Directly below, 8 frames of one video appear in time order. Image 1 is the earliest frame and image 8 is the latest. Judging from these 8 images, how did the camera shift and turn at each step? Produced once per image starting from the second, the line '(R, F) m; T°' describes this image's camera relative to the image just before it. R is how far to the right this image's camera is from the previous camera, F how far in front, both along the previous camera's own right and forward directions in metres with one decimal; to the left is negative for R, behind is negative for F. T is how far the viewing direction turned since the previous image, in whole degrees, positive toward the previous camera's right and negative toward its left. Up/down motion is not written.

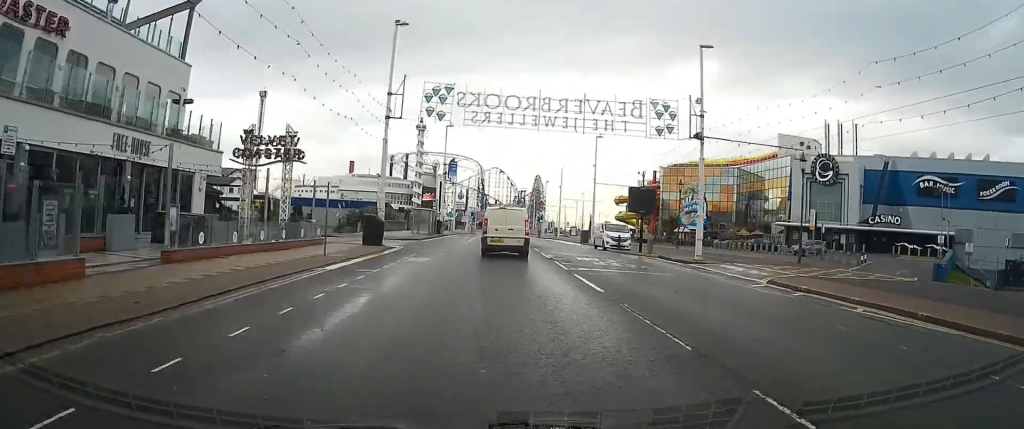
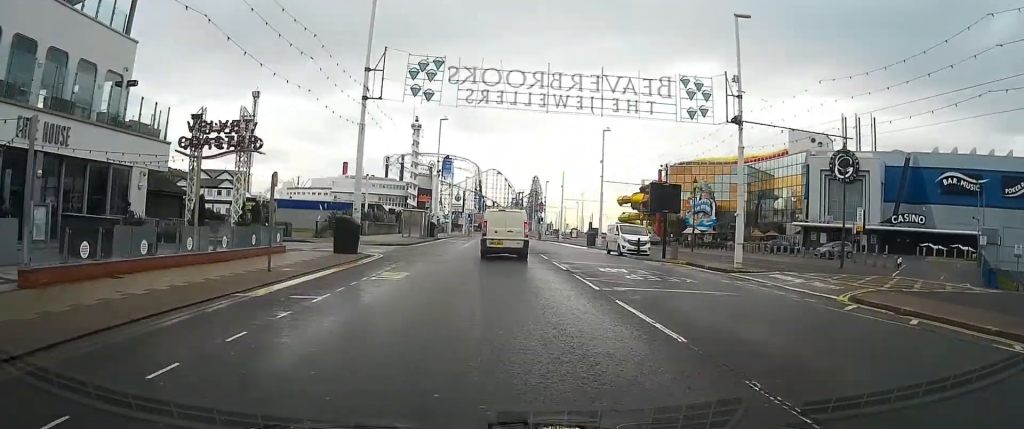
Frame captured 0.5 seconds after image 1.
(0.0, +5.5) m; 0°
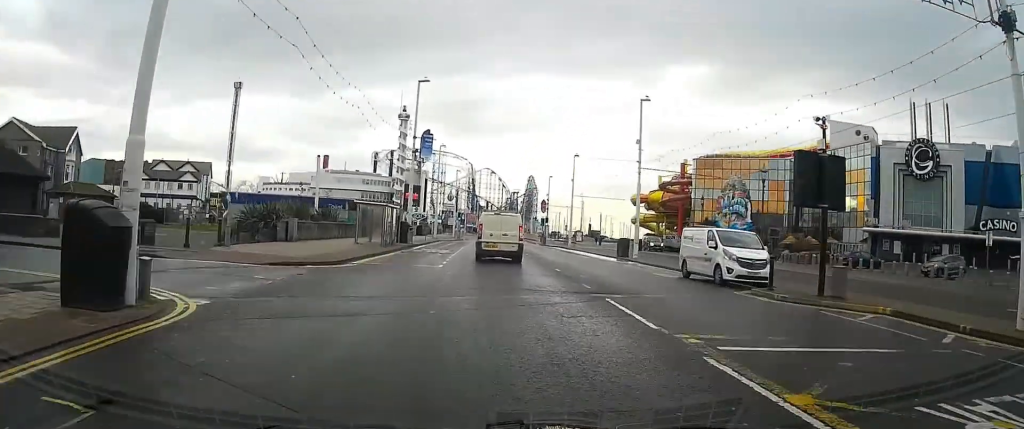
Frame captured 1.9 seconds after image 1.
(+0.1, +16.9) m; 0°
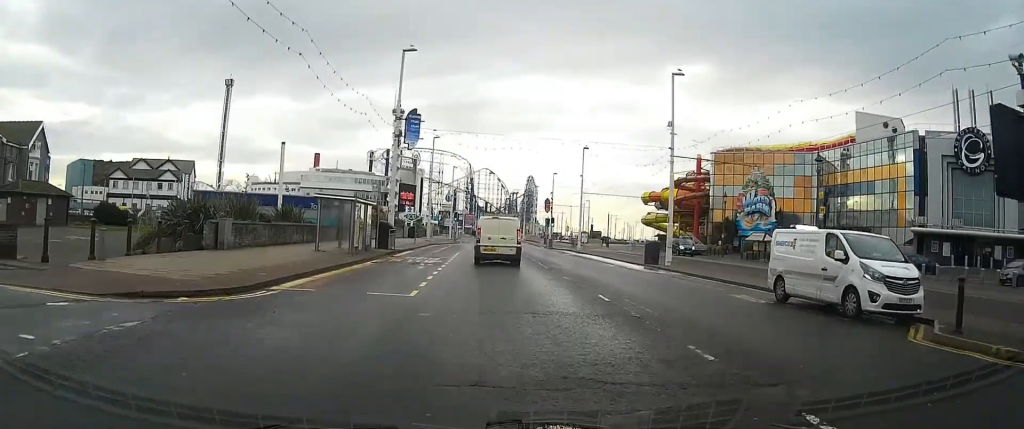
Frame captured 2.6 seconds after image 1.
(0.0, +8.3) m; 0°
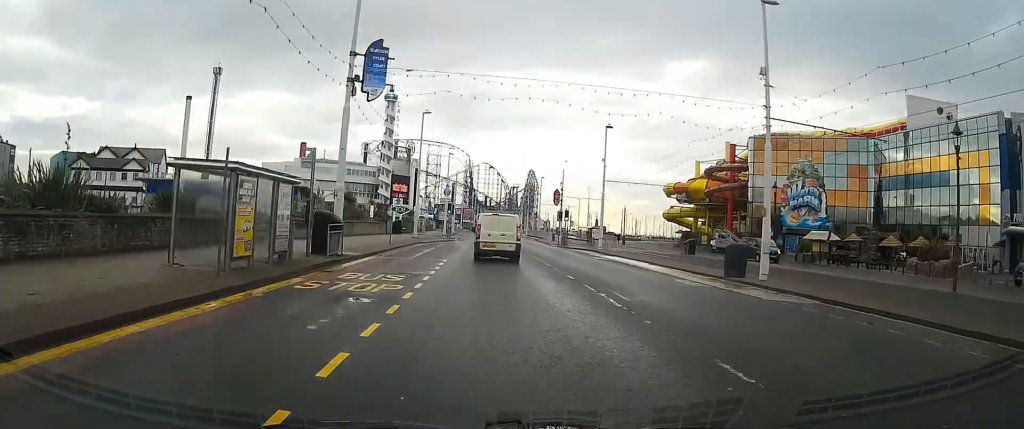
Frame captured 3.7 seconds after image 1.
(0.0, +13.1) m; 0°
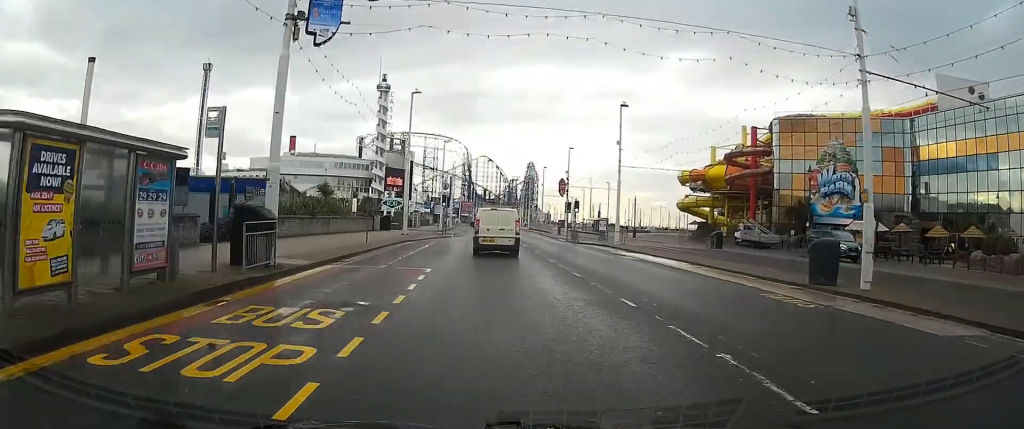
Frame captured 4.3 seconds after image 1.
(0.0, +7.2) m; 0°
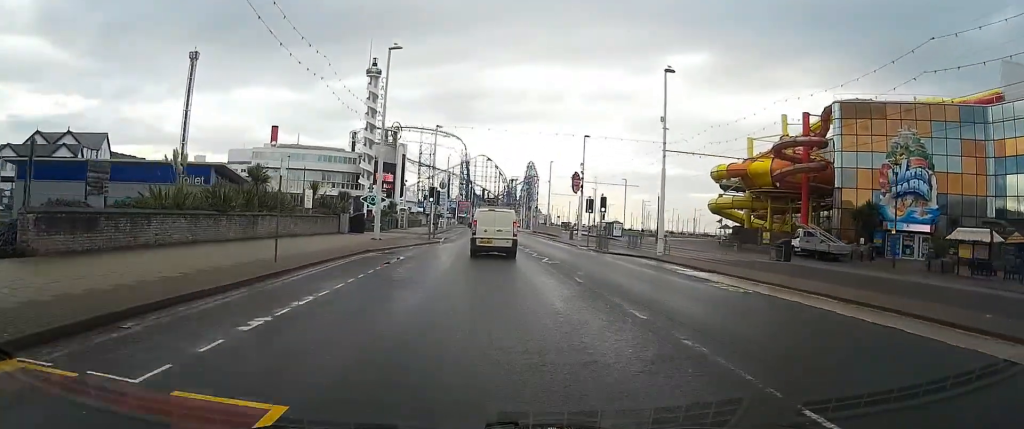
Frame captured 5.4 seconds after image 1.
(0.0, +12.7) m; 0°
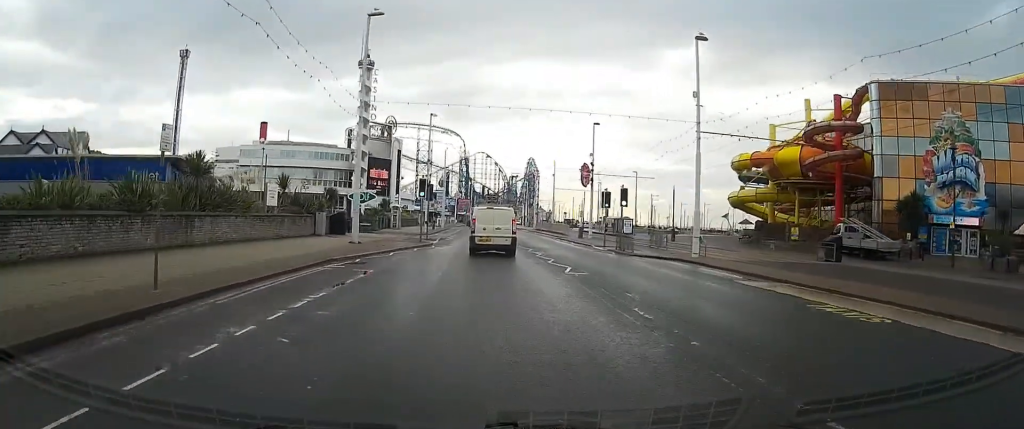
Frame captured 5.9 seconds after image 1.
(0.0, +6.3) m; 0°
